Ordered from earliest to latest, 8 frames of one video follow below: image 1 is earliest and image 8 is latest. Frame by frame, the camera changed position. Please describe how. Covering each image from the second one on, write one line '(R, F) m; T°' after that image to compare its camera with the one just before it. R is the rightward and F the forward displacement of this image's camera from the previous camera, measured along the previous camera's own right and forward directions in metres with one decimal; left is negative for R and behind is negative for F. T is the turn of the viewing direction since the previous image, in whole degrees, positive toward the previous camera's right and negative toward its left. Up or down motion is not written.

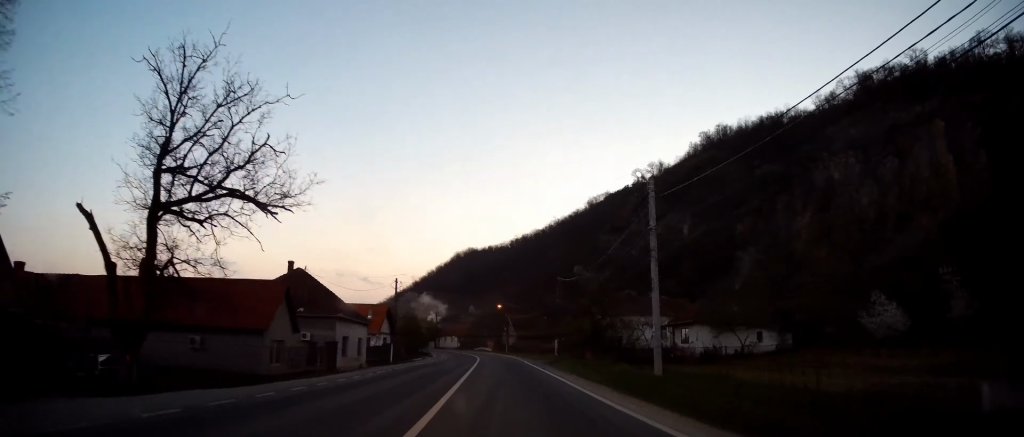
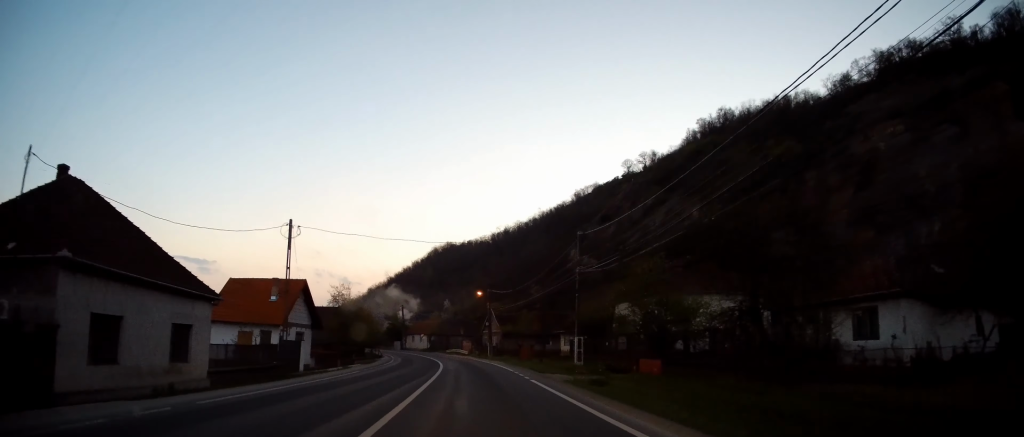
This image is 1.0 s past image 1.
(+1.3, +23.2) m; +5°
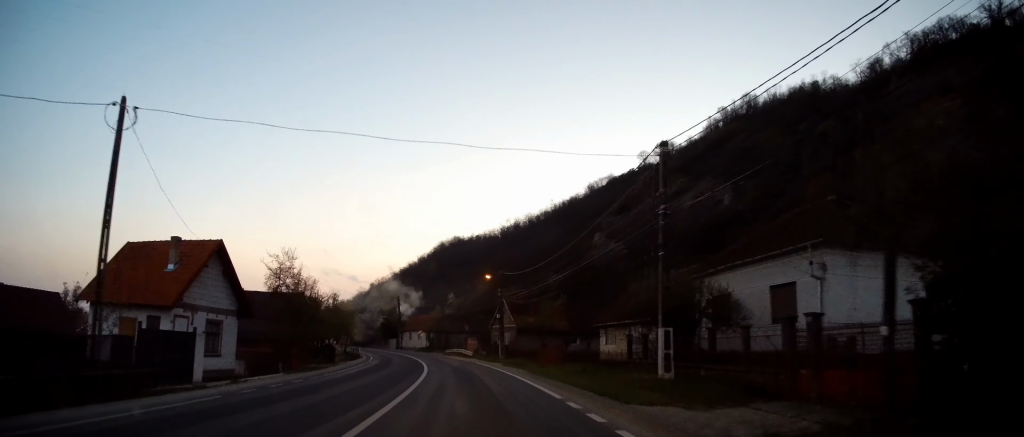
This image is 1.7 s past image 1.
(+0.4, +14.6) m; +1°
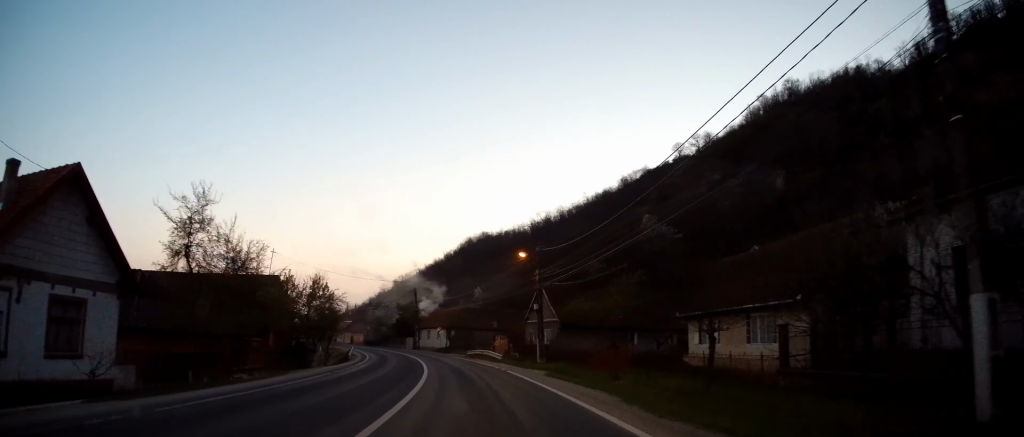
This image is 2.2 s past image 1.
(+0.3, +12.3) m; 0°
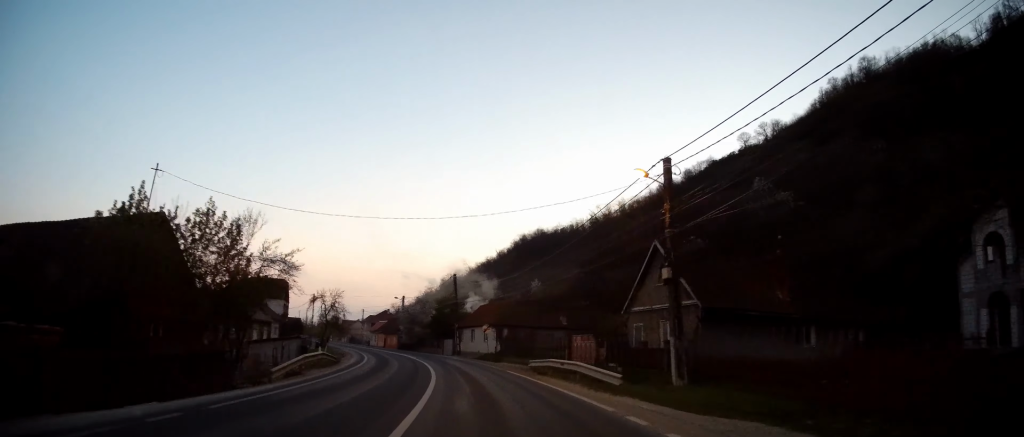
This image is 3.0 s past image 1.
(-0.4, +19.6) m; -6°
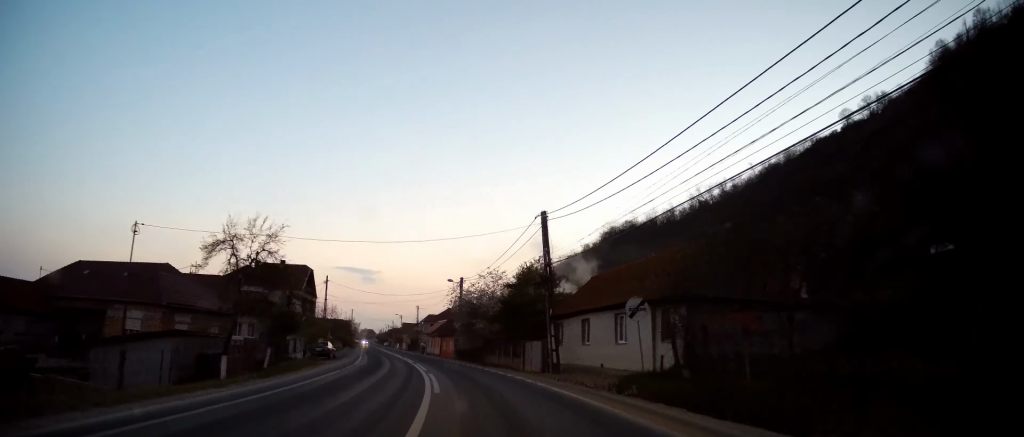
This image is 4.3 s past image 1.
(-2.8, +29.2) m; -8°
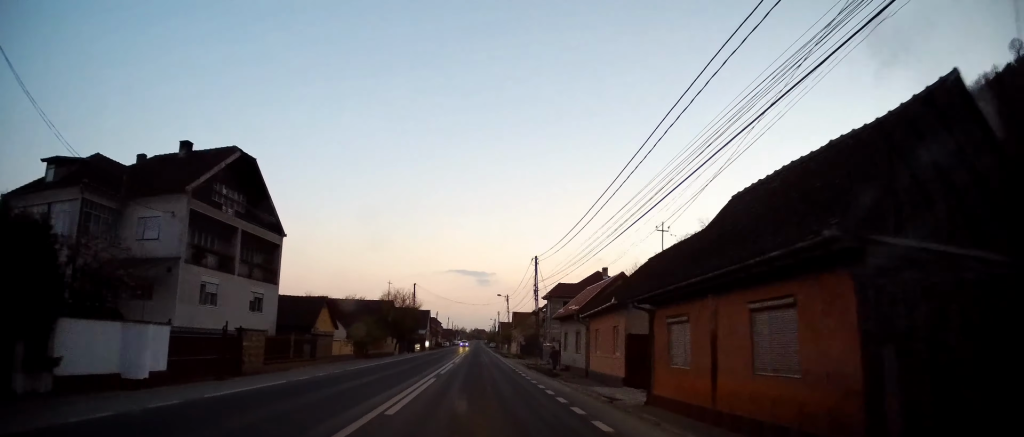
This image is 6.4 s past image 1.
(-6.6, +52.4) m; -14°
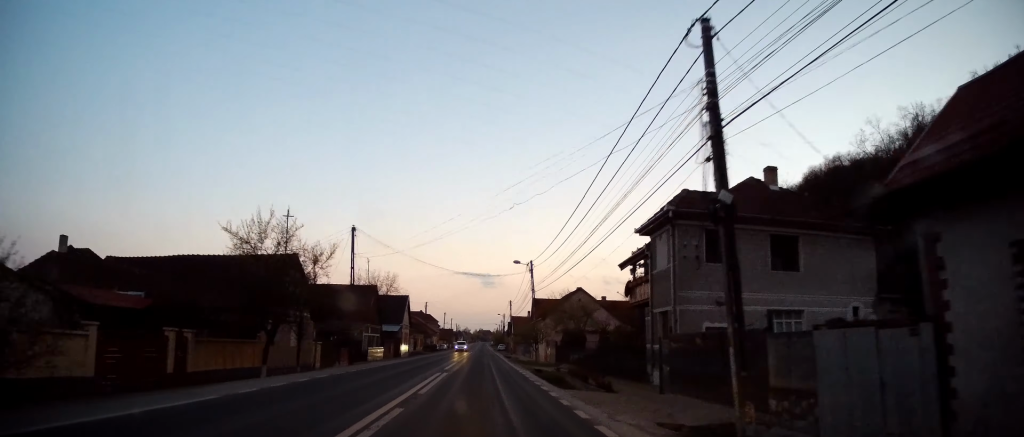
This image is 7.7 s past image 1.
(-1.0, +32.4) m; -2°
